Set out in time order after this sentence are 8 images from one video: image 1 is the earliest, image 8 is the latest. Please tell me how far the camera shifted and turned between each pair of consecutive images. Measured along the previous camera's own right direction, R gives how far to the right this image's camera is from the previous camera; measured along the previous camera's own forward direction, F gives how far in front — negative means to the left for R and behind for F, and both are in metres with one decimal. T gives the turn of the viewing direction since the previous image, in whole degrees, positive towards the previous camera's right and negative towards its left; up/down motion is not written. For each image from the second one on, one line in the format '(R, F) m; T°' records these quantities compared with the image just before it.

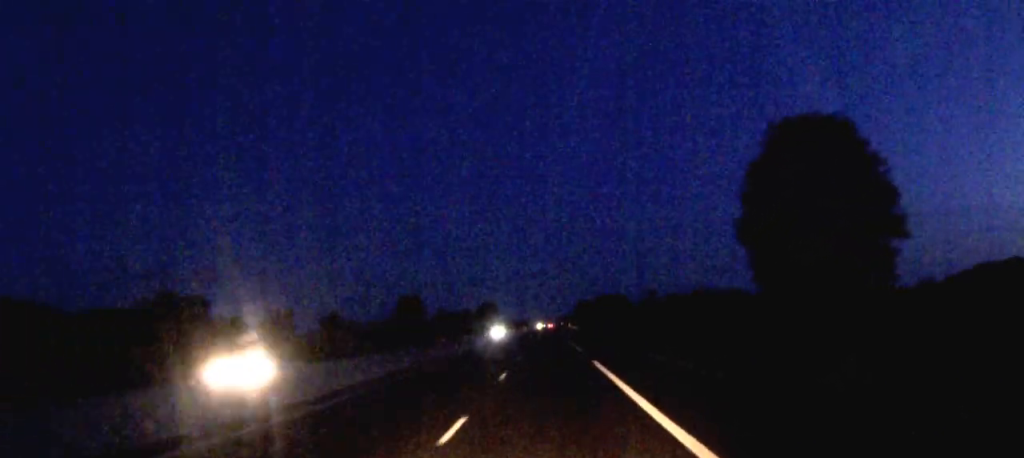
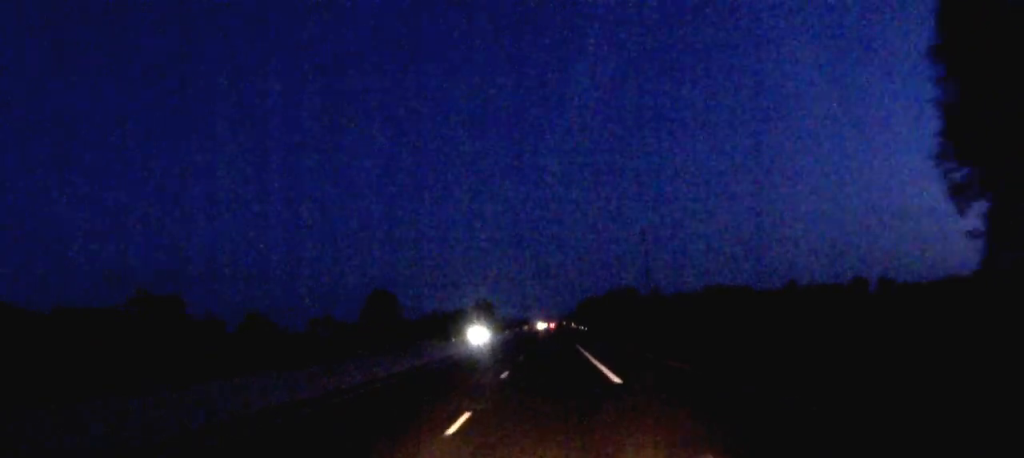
(0.0, +25.5) m; 0°
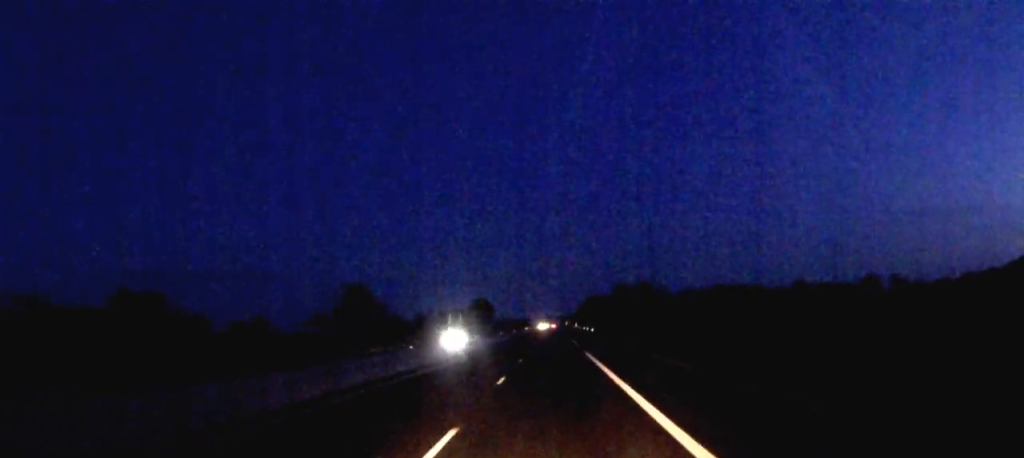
(+0.1, +15.6) m; 0°
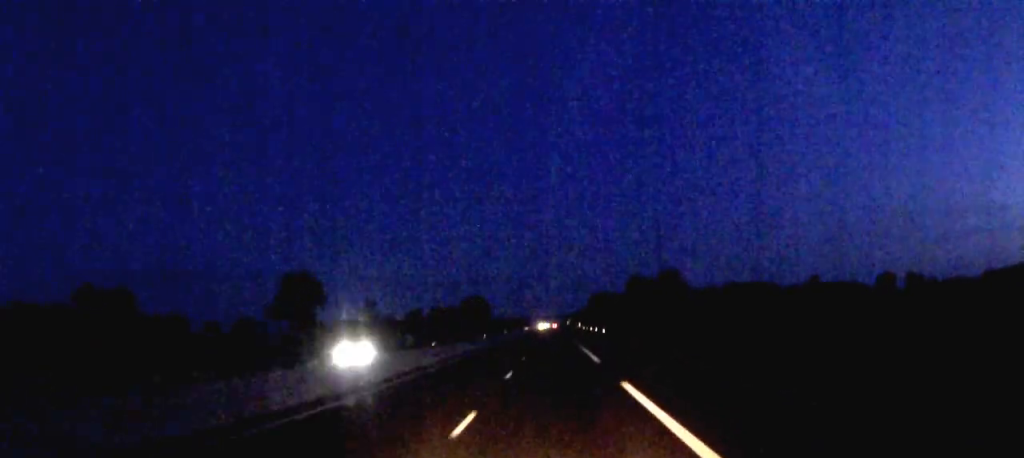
(0.0, +24.2) m; 0°
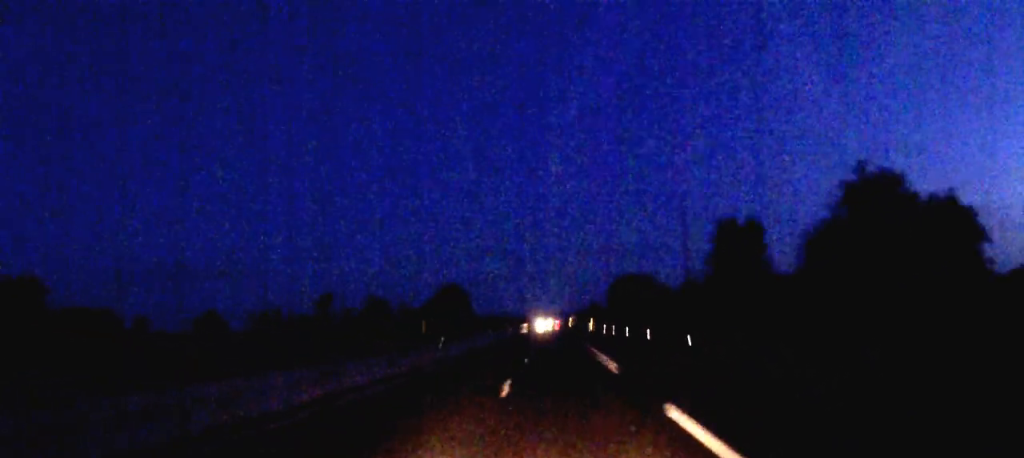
(-0.2, +59.2) m; 0°
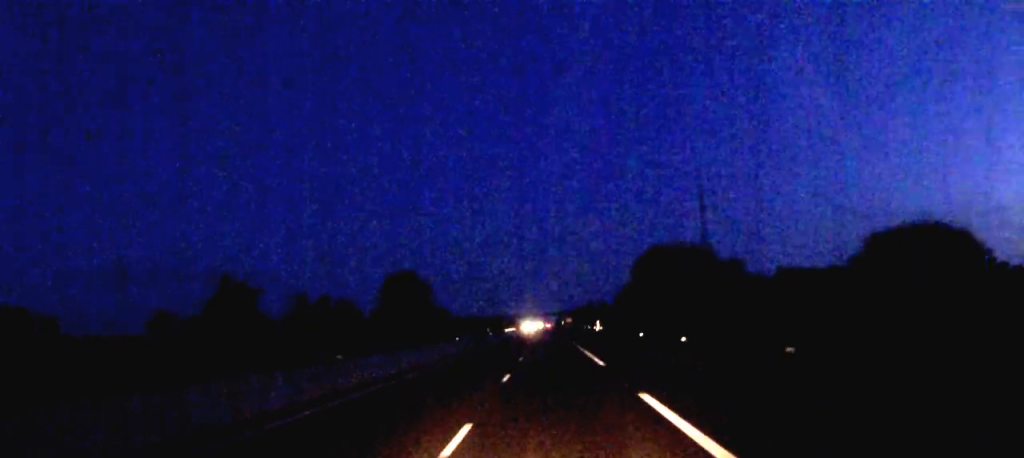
(+0.1, +48.1) m; 0°
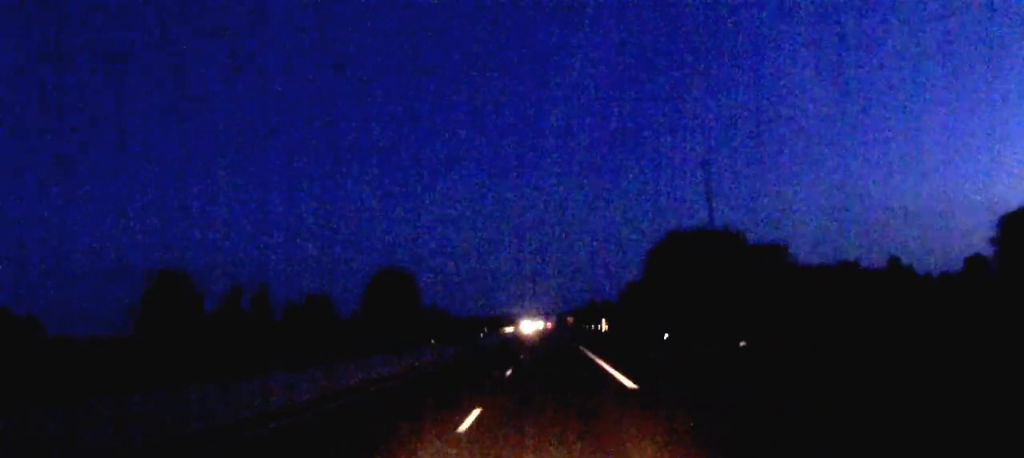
(0.0, +10.9) m; 0°
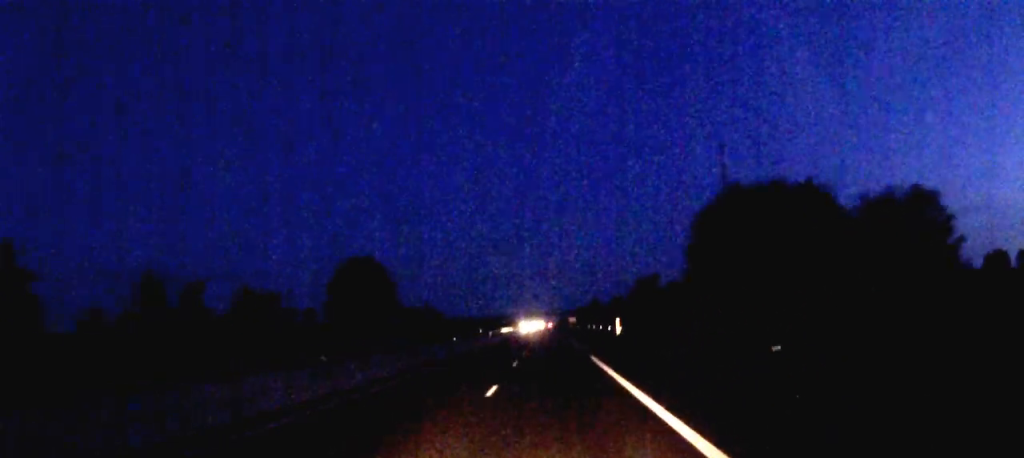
(+0.1, +20.0) m; 0°
